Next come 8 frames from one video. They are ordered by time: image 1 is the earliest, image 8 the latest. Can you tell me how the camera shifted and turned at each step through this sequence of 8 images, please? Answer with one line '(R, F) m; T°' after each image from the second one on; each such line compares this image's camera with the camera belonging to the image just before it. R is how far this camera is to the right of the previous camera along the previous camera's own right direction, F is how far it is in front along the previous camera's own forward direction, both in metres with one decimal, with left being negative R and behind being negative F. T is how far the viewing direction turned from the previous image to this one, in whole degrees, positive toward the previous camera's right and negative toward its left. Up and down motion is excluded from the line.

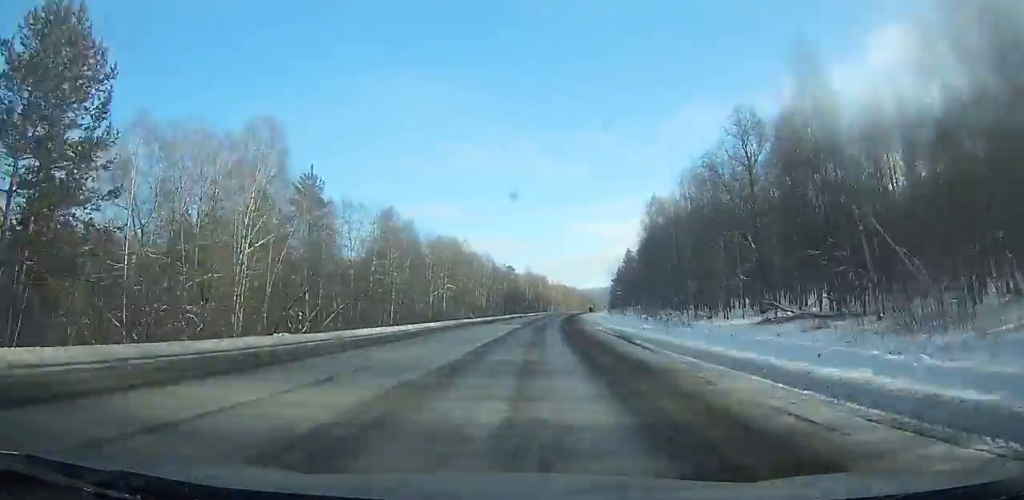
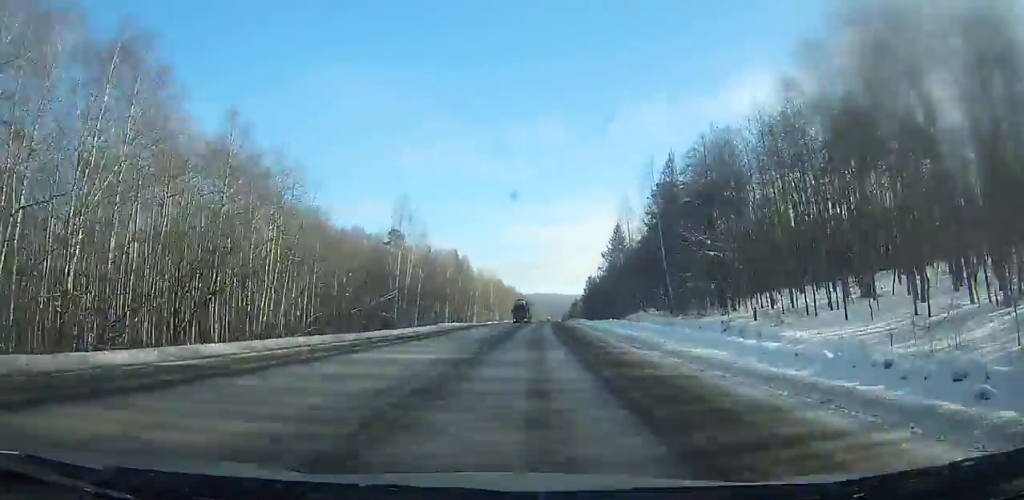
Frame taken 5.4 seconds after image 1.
(+7.6, +123.5) m; +7°
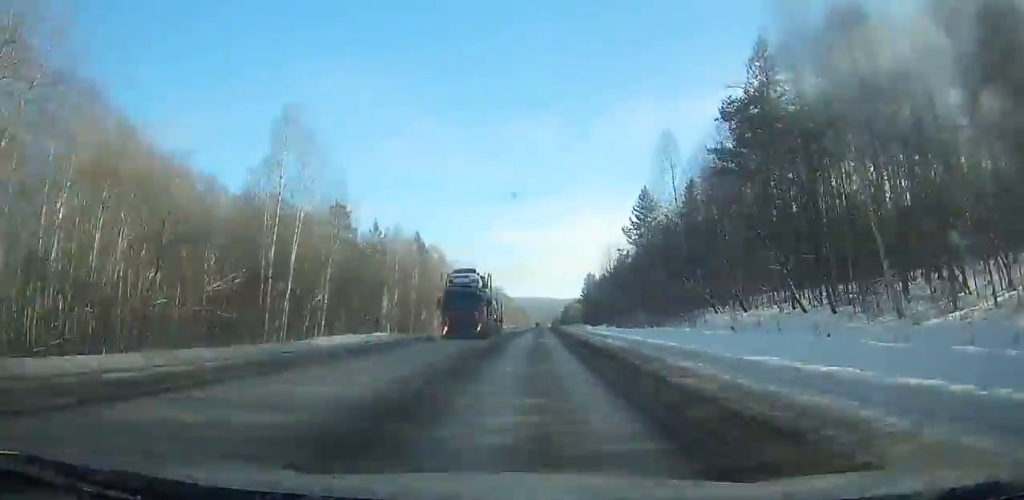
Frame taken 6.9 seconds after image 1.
(-0.1, +34.1) m; +2°
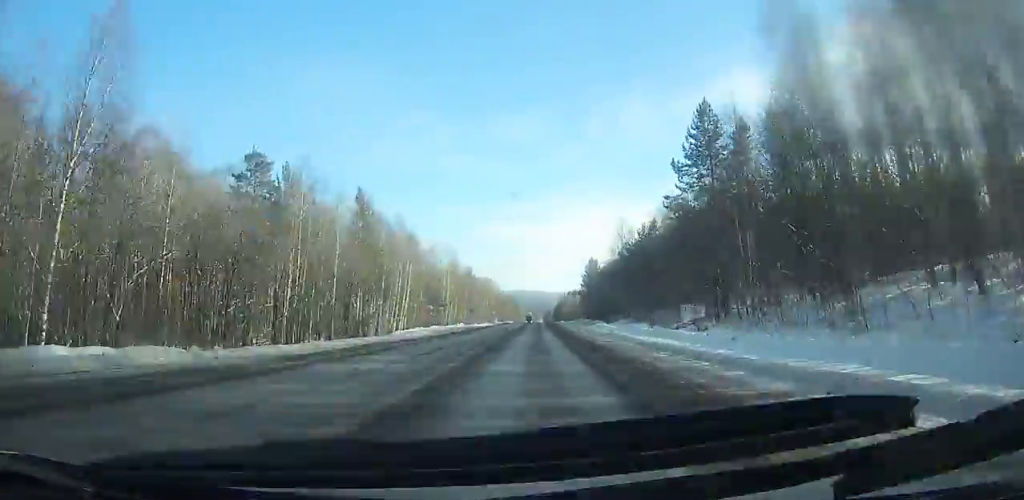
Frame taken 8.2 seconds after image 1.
(+1.4, +29.4) m; +1°
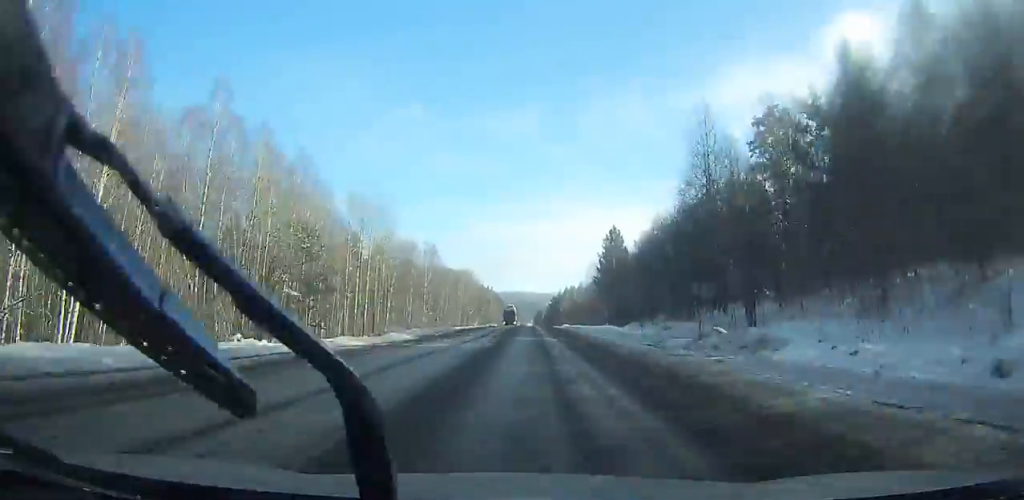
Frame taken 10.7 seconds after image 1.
(+1.4, +56.3) m; +1°
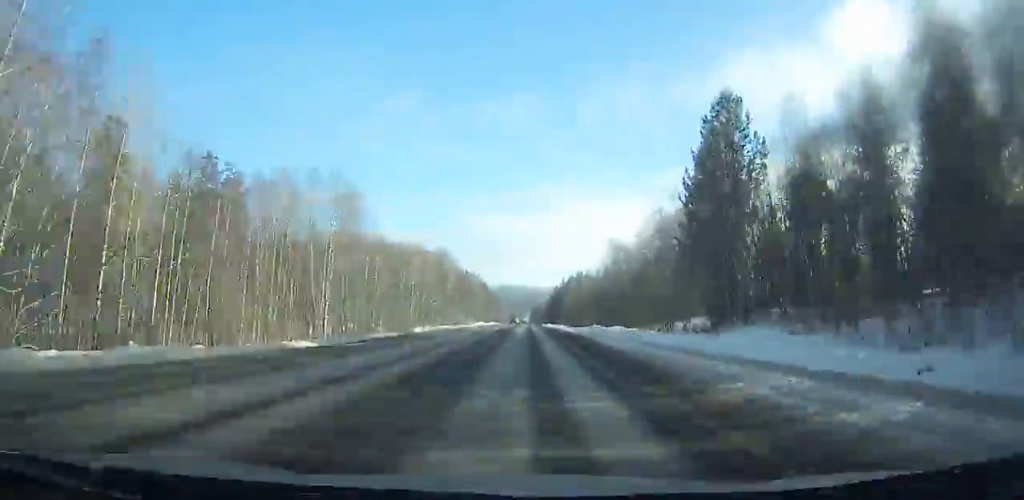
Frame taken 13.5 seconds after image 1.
(0.0, +62.7) m; -1°
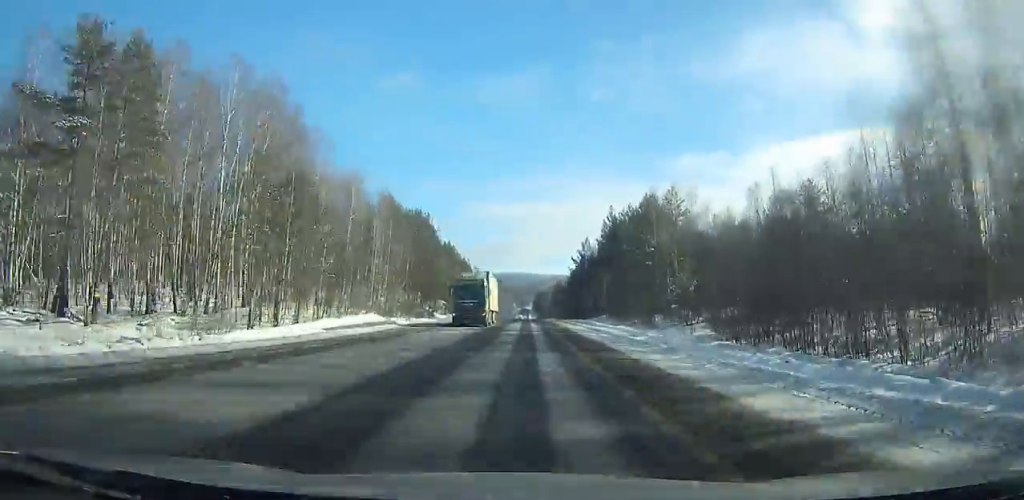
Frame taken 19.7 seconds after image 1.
(-7.4, +136.8) m; -3°
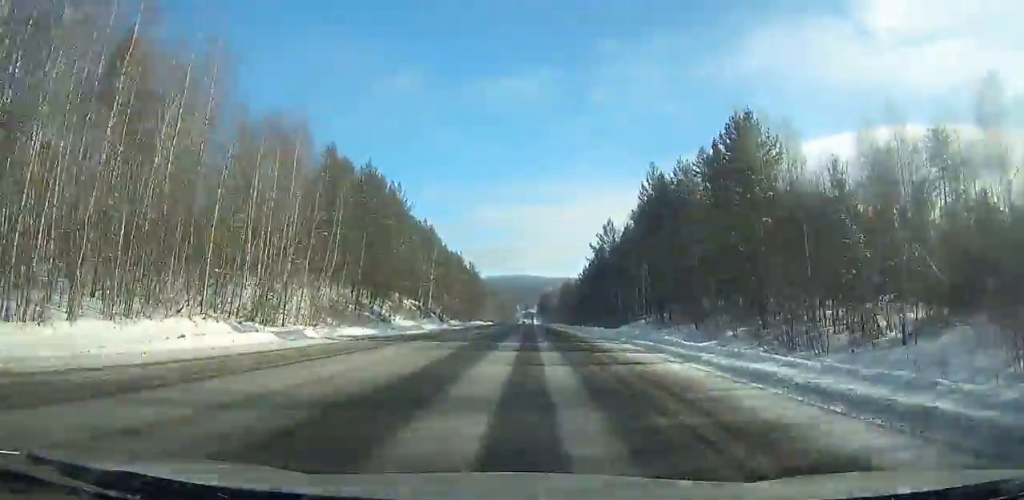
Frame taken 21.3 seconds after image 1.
(+1.1, +34.3) m; +1°
